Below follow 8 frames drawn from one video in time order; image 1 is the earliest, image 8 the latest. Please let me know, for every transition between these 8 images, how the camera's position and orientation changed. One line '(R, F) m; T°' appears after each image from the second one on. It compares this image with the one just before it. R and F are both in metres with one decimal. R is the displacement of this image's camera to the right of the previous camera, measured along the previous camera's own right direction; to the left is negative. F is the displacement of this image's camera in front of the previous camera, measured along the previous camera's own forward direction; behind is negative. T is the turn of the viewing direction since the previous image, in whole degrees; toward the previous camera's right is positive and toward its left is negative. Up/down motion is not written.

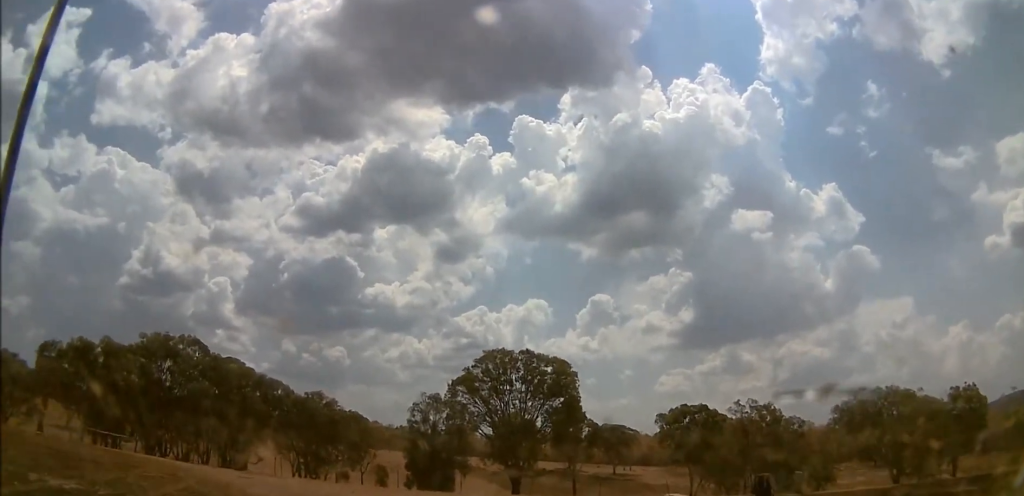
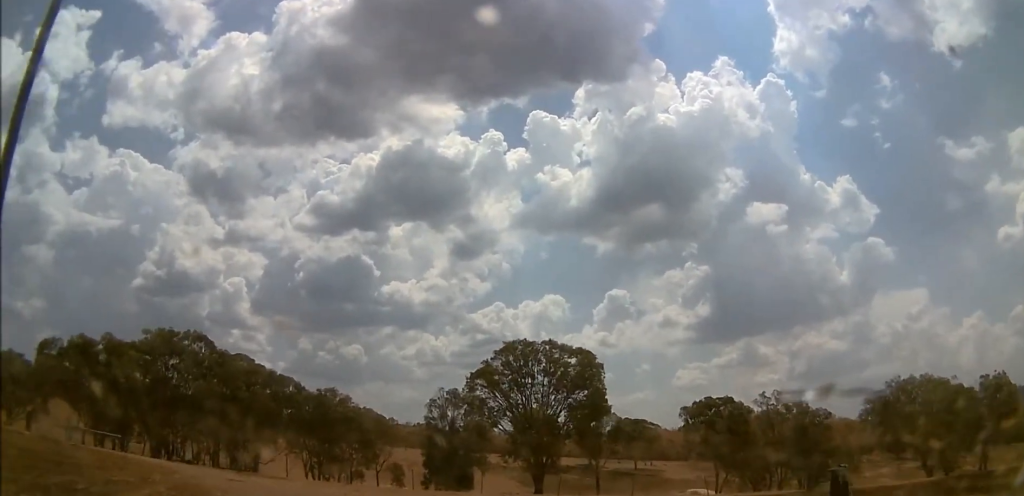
(+0.1, +3.1) m; +1°
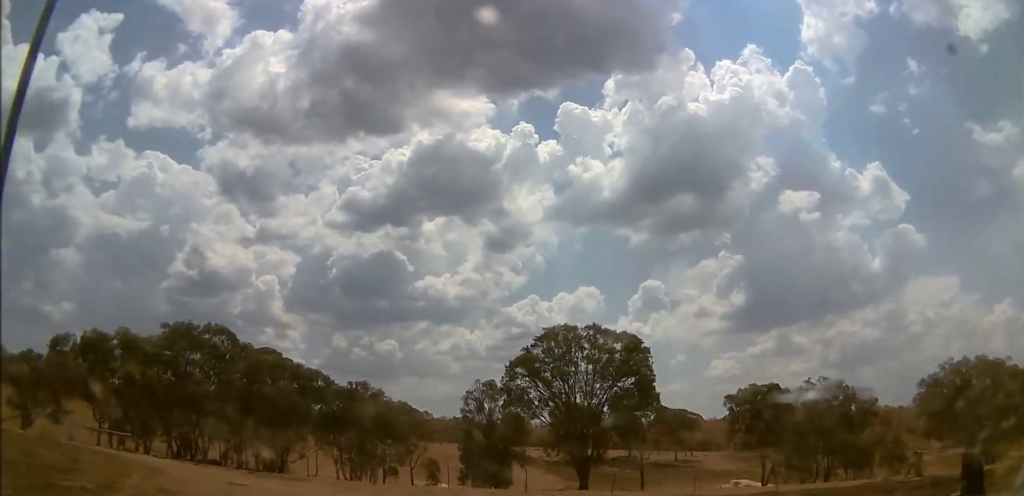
(0.0, +3.7) m; -3°
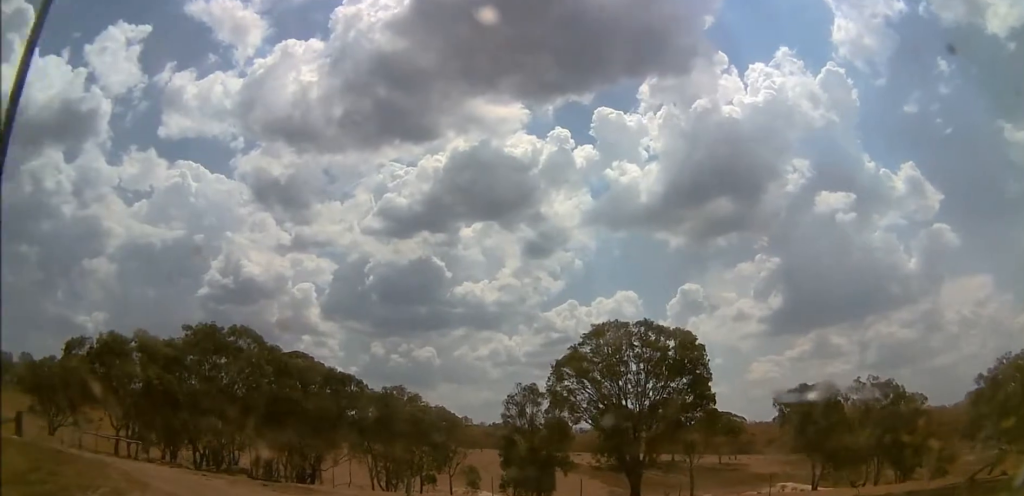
(-0.2, +3.5) m; -5°
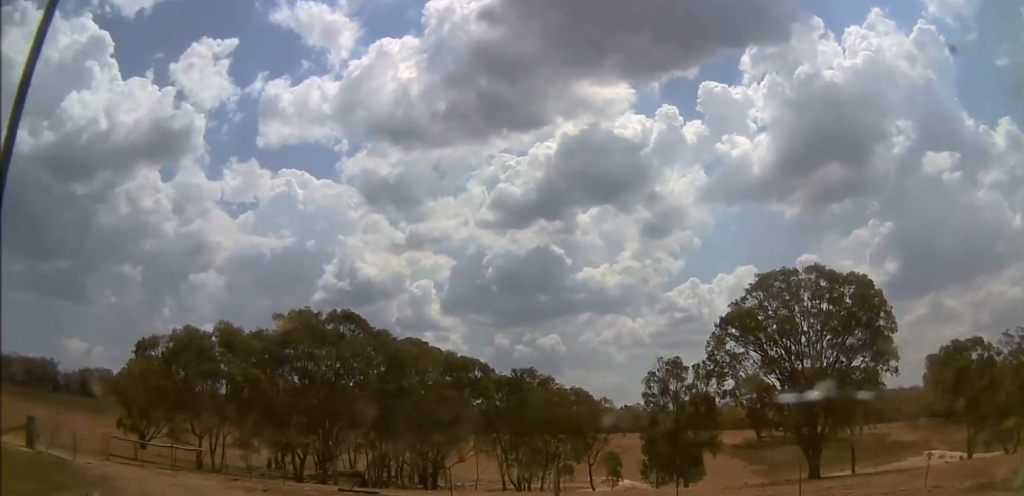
(-0.7, +8.2) m; -12°
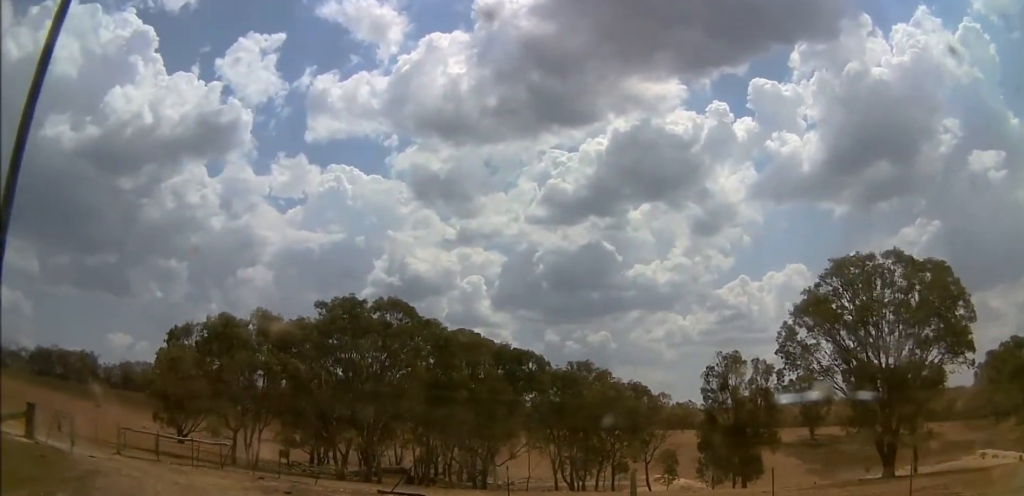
(-0.2, +3.1) m; -5°
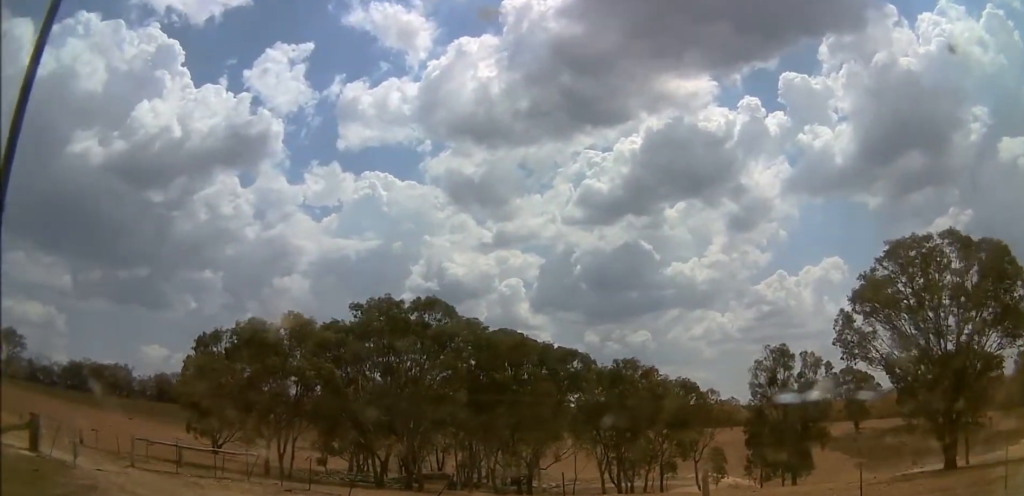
(-0.1, +2.1) m; -3°
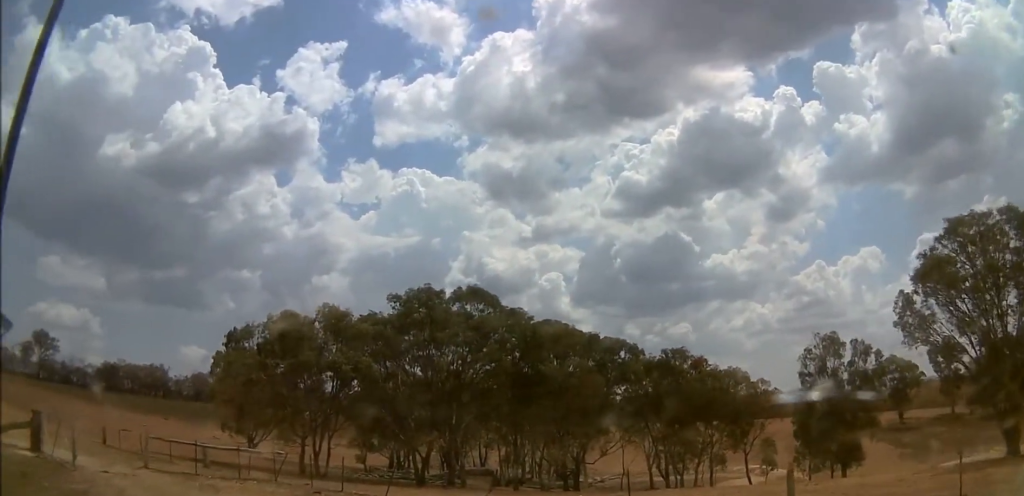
(0.0, +2.1) m; -3°
